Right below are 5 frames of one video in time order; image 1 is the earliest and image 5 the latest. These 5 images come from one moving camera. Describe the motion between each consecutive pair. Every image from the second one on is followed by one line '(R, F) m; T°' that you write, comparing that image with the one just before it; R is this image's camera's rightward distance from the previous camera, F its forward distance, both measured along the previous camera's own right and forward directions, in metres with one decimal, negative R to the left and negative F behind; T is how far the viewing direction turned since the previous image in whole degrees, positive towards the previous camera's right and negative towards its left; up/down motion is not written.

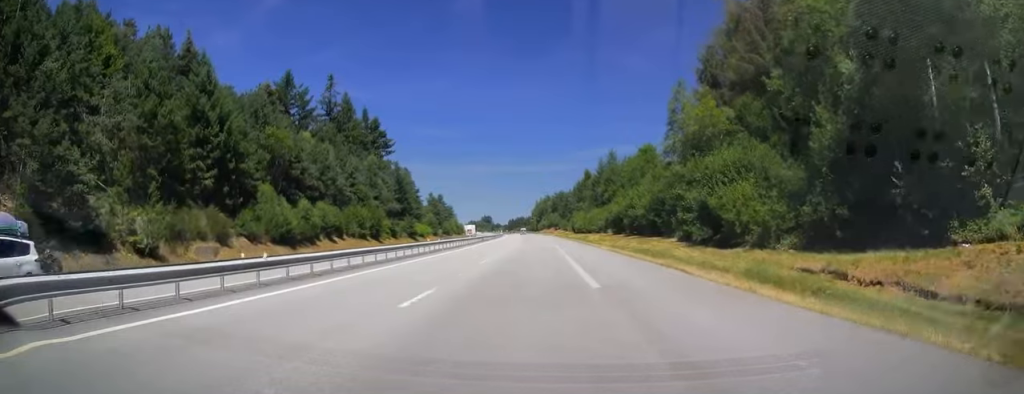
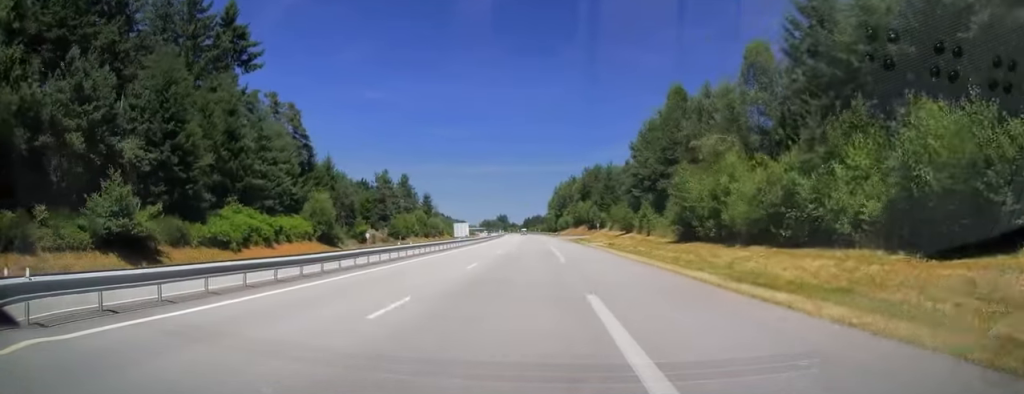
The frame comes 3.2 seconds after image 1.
(-0.9, +92.3) m; -2°
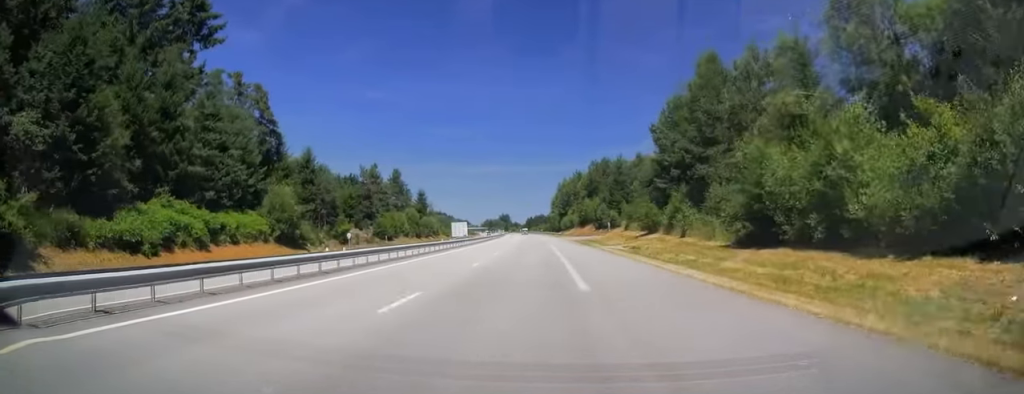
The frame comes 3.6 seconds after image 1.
(0.0, +12.3) m; 0°
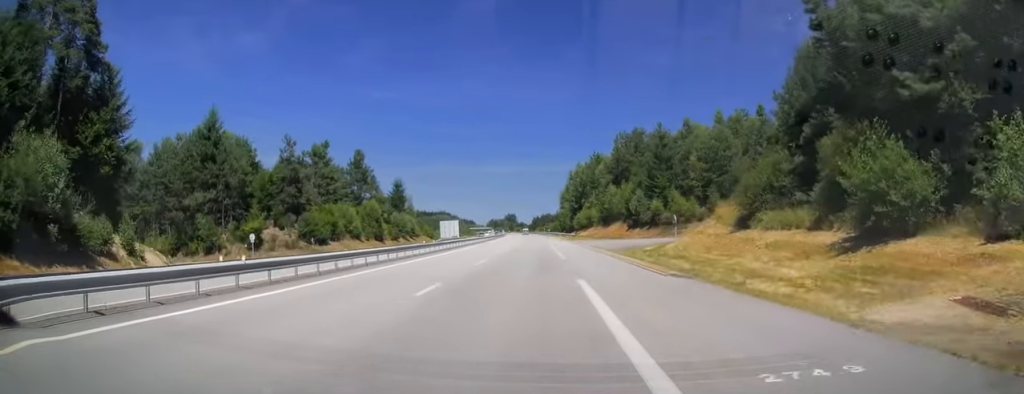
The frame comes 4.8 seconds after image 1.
(-0.2, +36.4) m; -1°
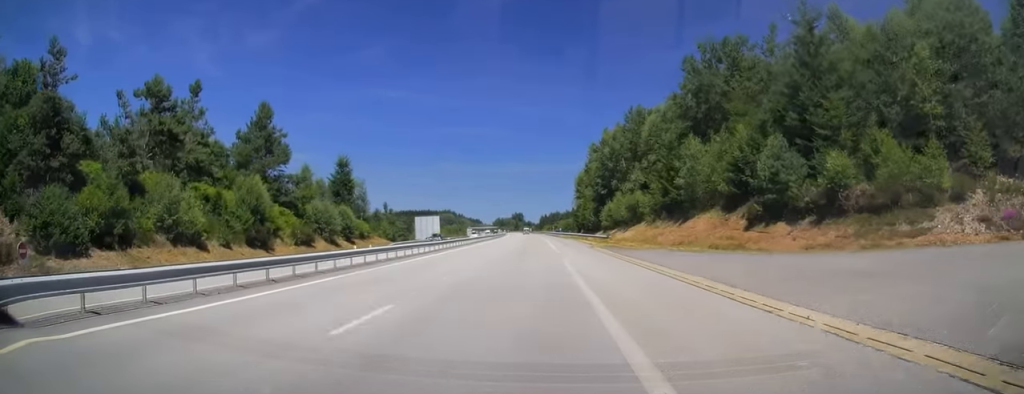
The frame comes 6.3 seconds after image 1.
(-0.4, +44.4) m; -1°
